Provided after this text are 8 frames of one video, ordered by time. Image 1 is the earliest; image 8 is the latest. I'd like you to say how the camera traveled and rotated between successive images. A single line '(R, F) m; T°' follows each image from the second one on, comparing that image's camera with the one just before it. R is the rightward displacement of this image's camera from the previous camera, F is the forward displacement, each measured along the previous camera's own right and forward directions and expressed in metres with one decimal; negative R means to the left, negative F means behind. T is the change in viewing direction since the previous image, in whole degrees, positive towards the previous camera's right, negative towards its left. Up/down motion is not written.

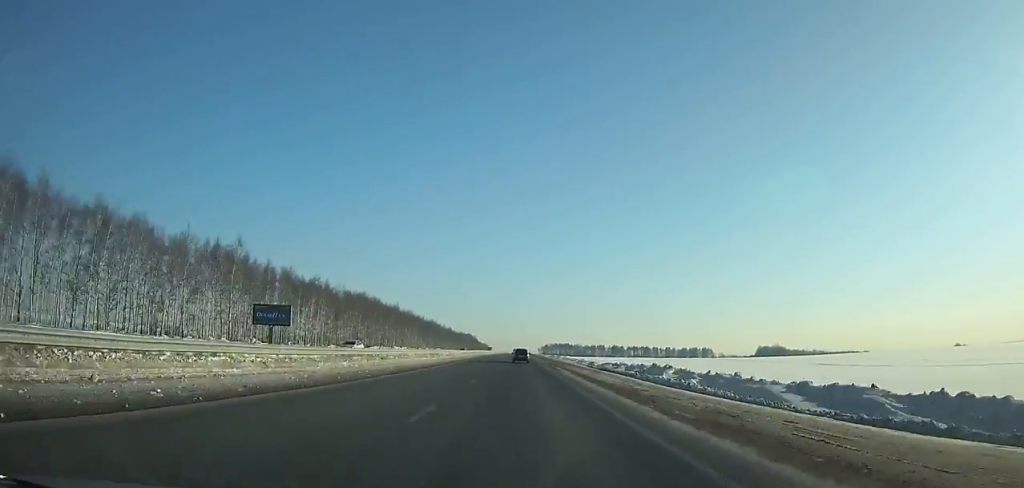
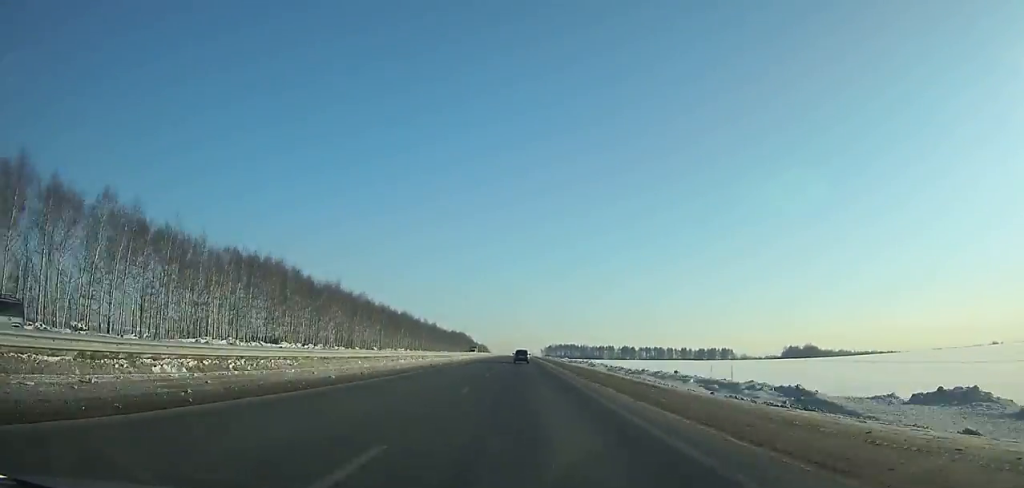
(0.0, +76.4) m; 0°
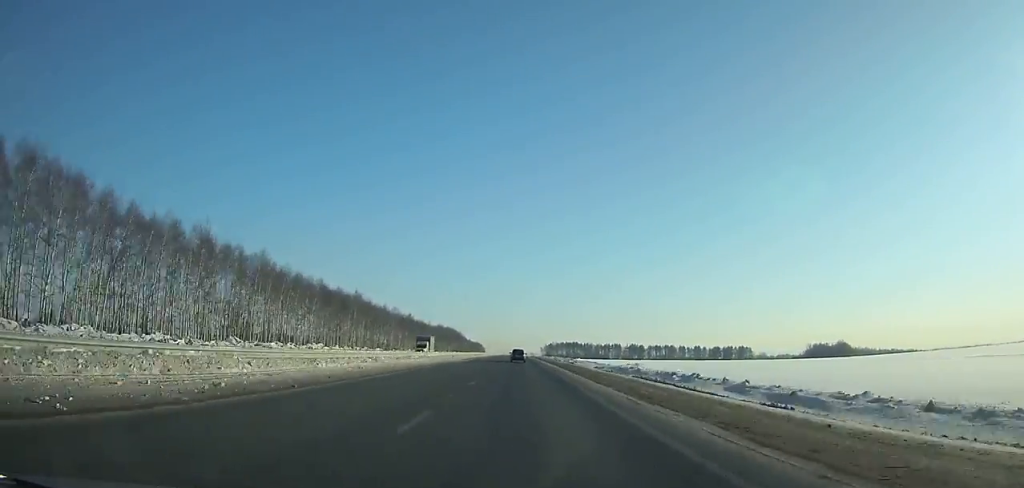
(0.0, +69.0) m; 0°
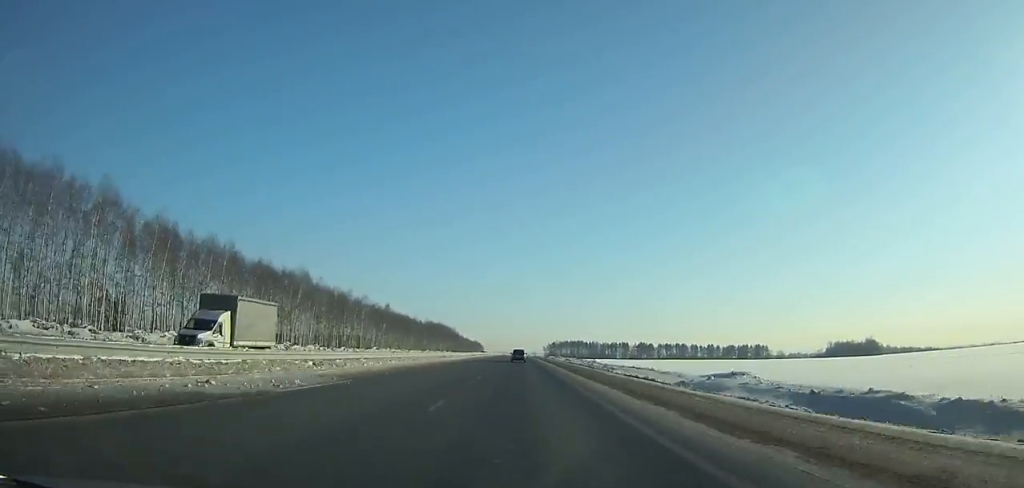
(0.0, +45.2) m; 0°
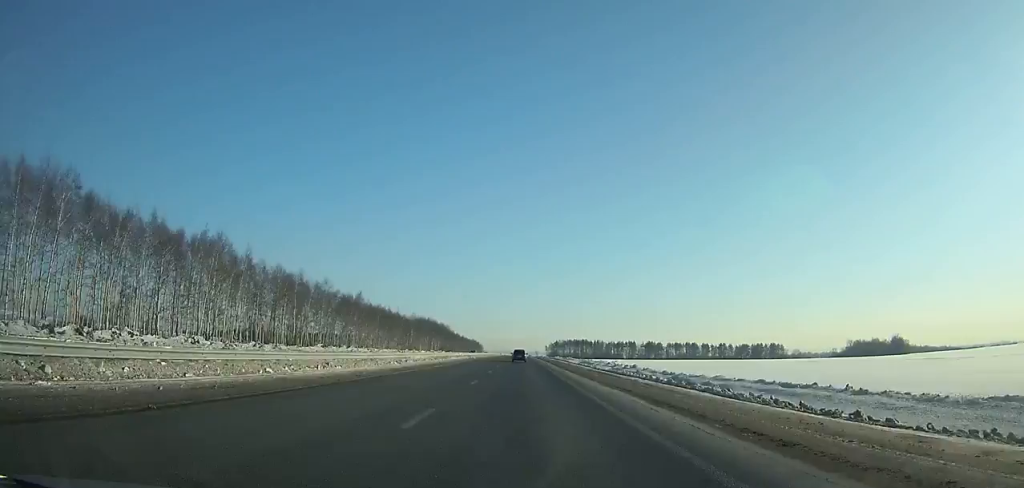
(0.0, +37.3) m; 0°
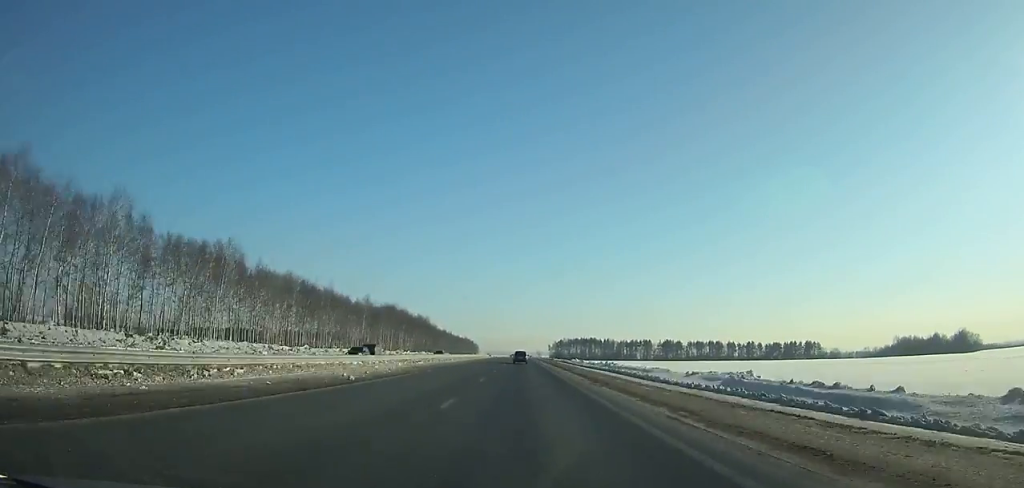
(0.0, +80.0) m; 0°
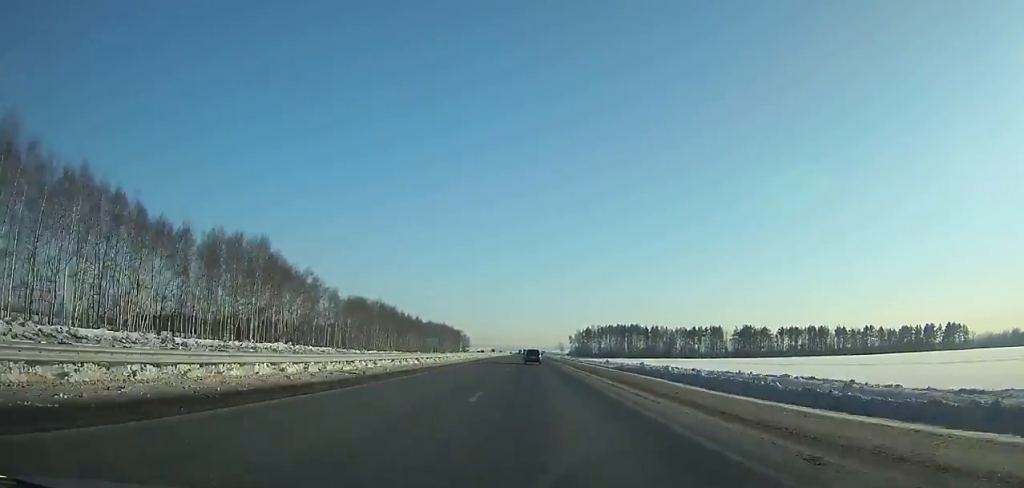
(-0.2, +190.0) m; 0°
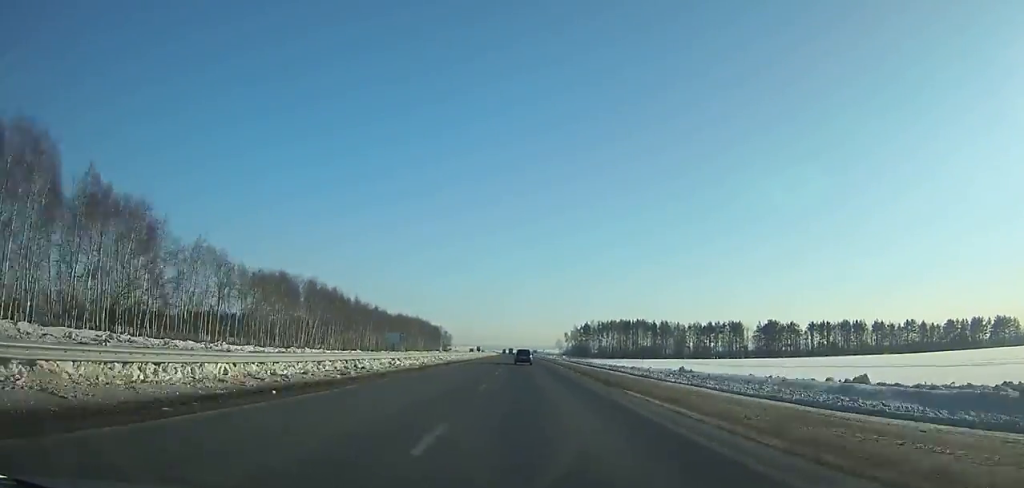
(+0.1, +57.0) m; 0°
